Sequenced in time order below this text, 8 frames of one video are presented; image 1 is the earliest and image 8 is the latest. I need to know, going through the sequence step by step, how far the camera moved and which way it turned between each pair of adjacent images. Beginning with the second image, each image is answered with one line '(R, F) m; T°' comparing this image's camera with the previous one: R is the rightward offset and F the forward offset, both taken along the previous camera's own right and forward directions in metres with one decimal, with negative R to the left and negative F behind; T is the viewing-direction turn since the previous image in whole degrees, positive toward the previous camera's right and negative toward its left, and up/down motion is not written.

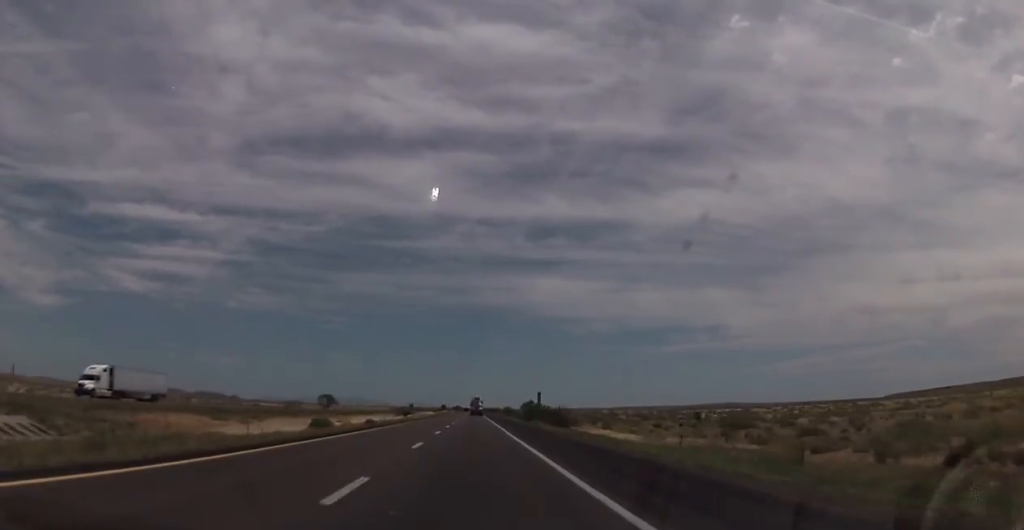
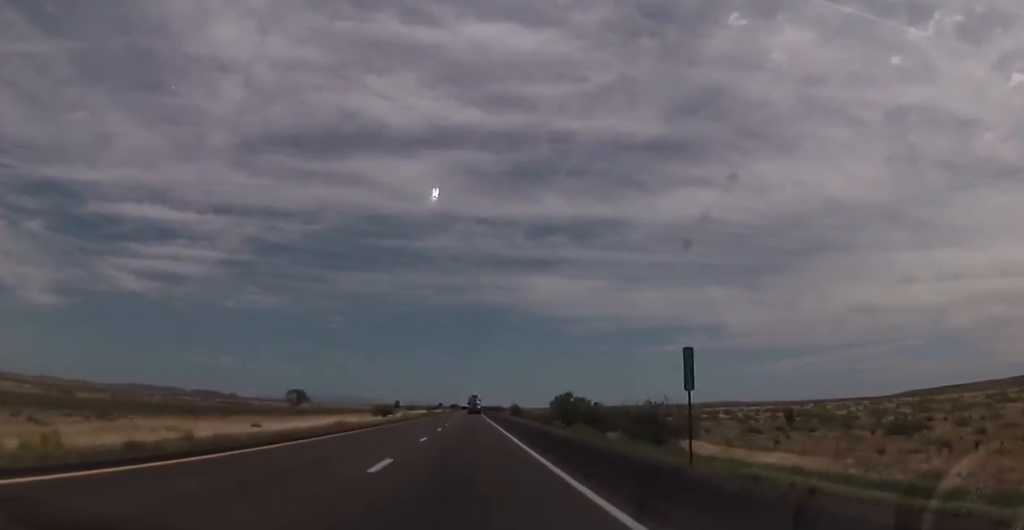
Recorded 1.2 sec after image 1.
(-0.5, +44.9) m; 0°
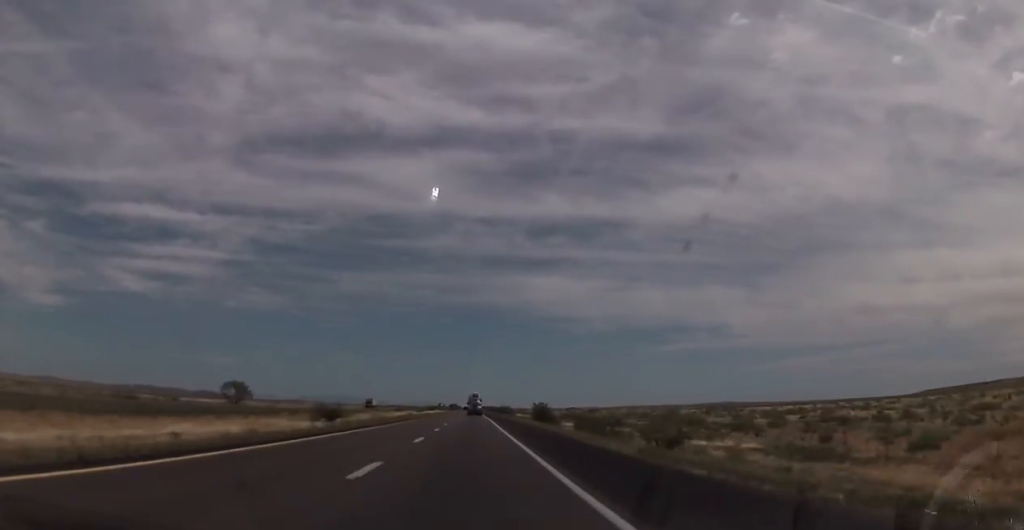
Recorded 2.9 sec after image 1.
(+0.5, +62.9) m; +1°
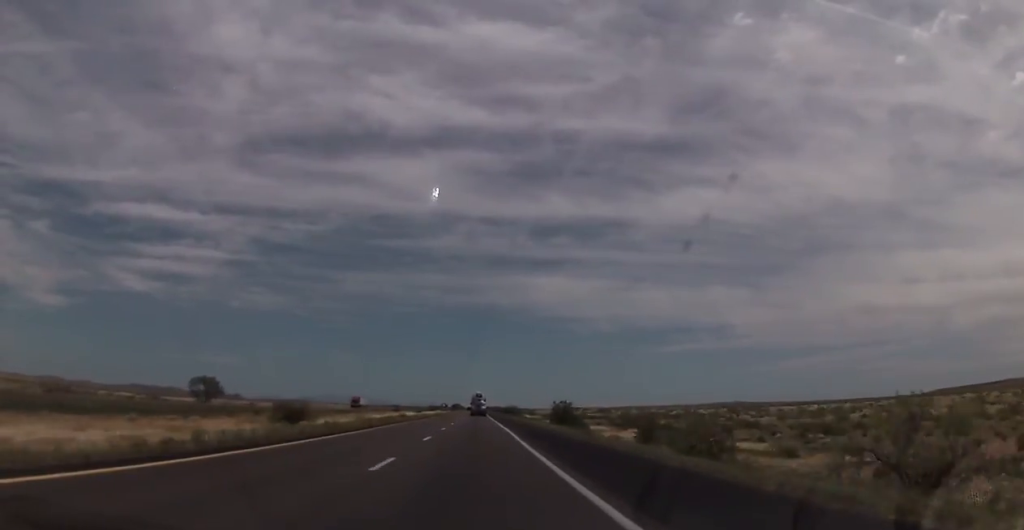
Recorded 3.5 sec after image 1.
(0.0, +22.8) m; 0°
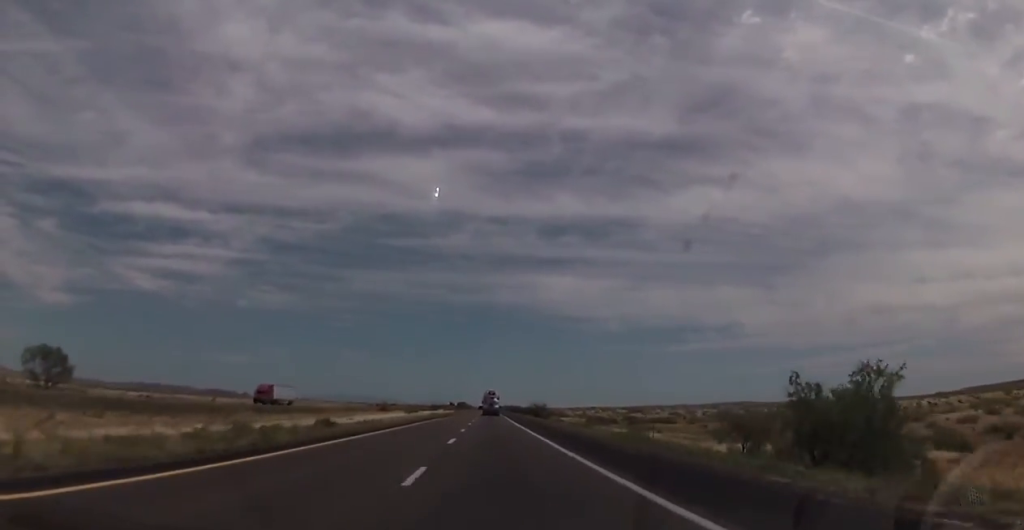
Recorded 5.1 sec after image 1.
(-0.6, +63.9) m; -1°
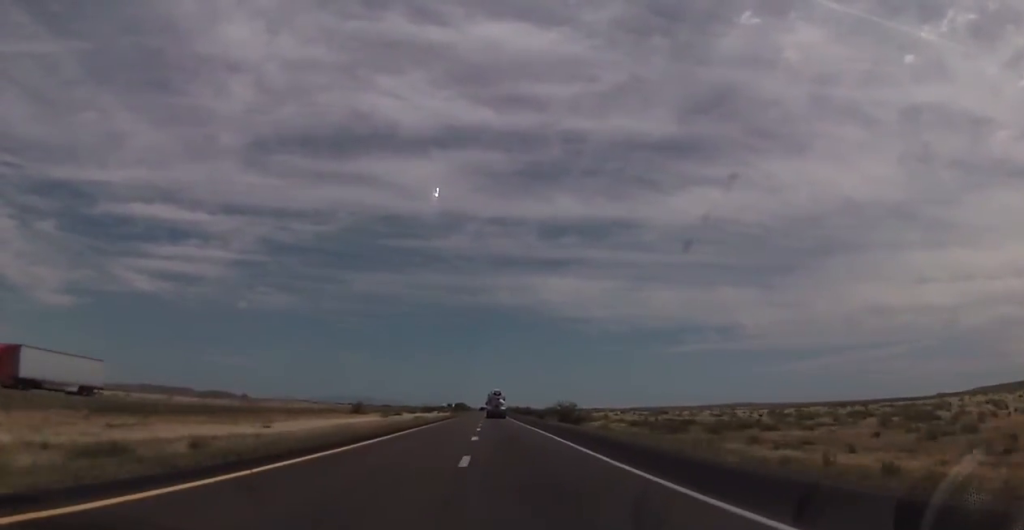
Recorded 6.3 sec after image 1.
(-0.2, +45.0) m; 0°
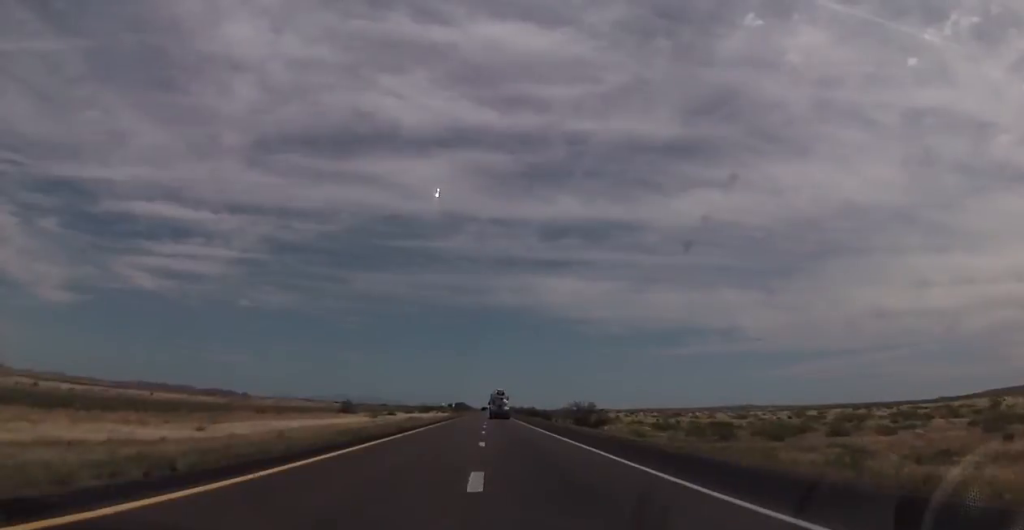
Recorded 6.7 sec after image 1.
(0.0, +16.8) m; 0°
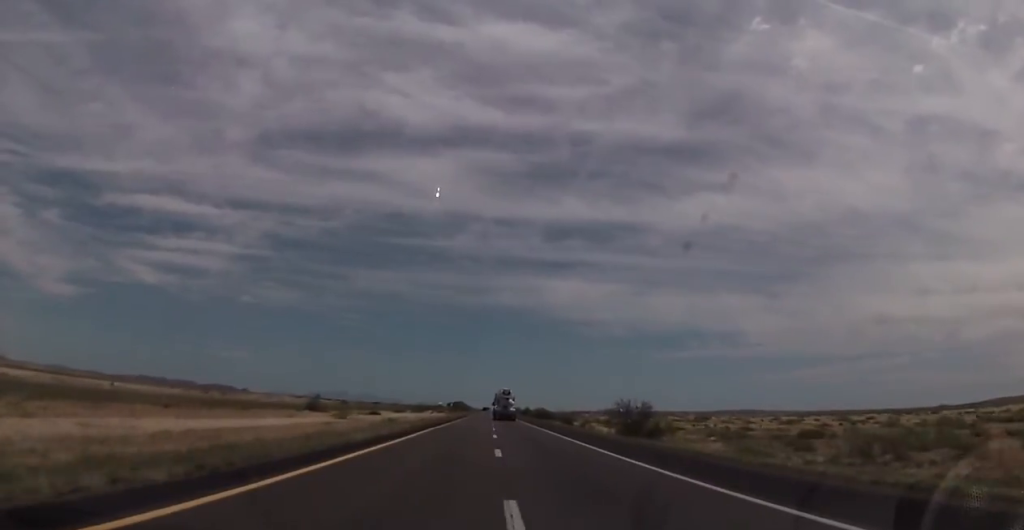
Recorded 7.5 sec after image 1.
(0.0, +28.6) m; 0°
